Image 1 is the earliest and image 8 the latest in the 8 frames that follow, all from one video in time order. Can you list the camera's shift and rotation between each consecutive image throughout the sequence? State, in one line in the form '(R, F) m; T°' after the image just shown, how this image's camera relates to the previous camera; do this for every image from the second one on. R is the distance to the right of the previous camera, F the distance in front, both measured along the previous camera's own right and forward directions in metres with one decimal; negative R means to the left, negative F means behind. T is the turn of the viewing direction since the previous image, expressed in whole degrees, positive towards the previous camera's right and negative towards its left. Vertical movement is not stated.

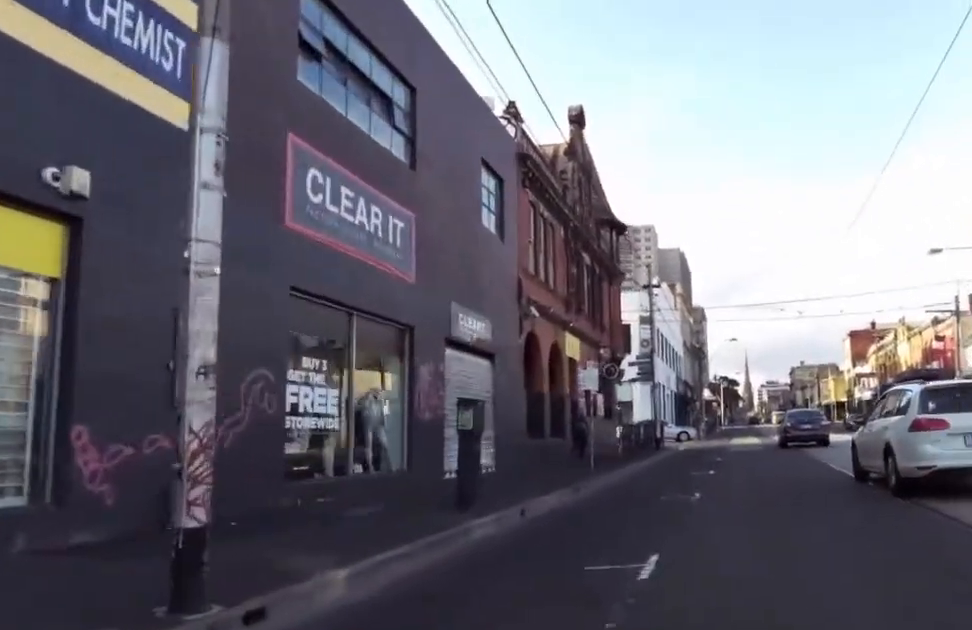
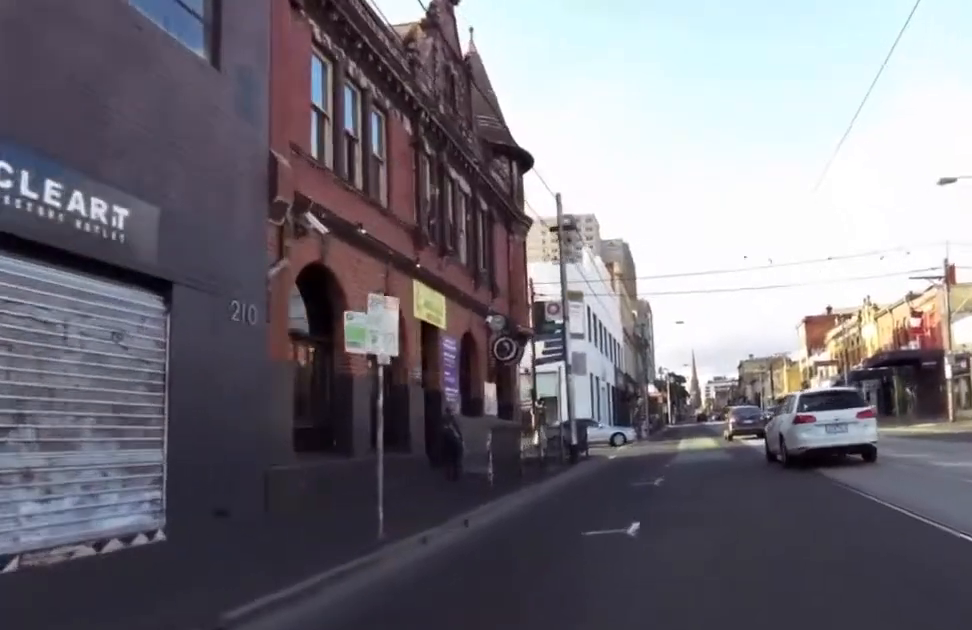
(0.0, +9.6) m; -5°
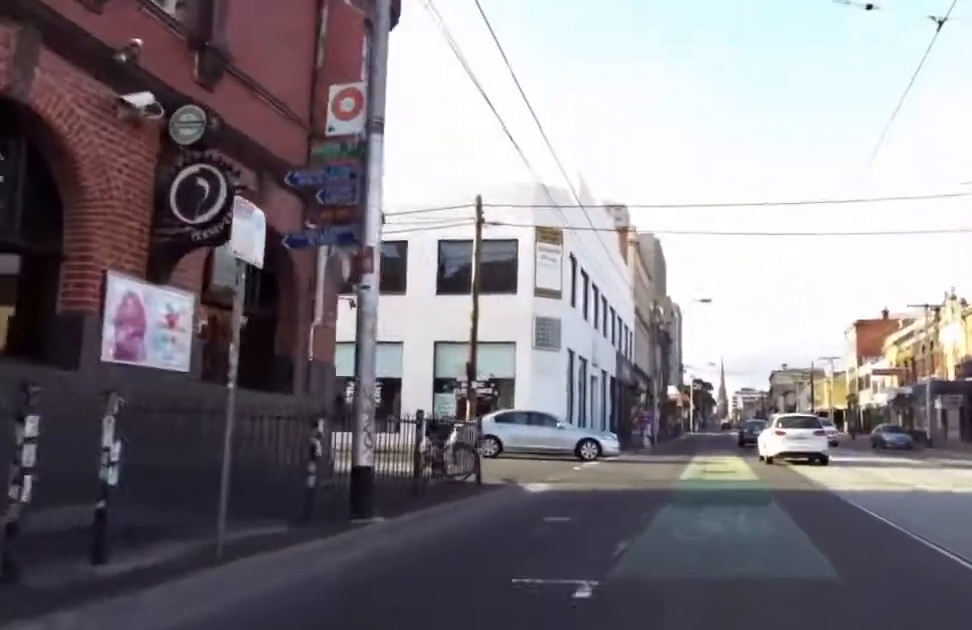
(+0.5, +14.5) m; +5°
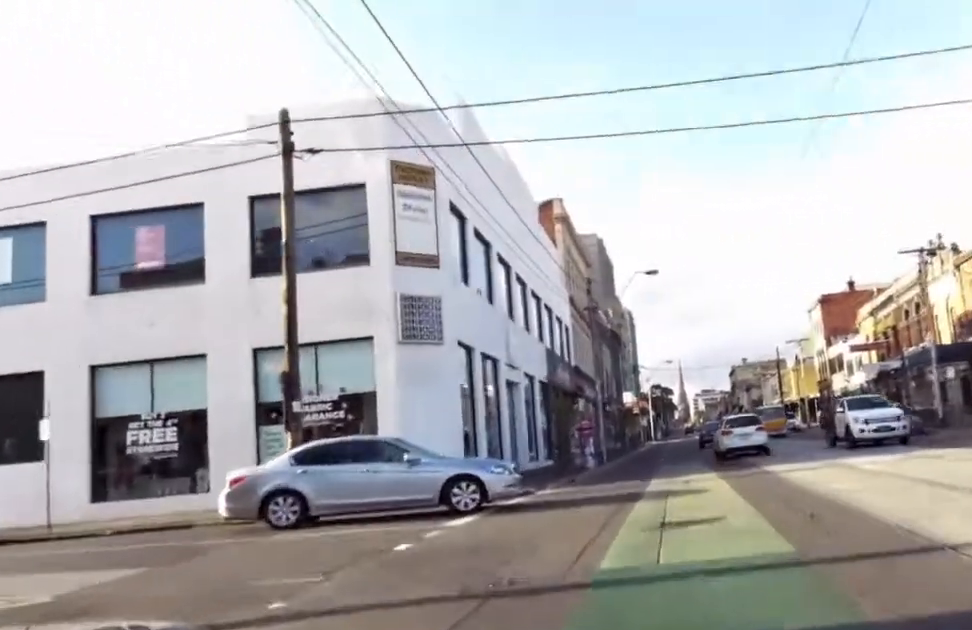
(-0.5, +9.0) m; -7°
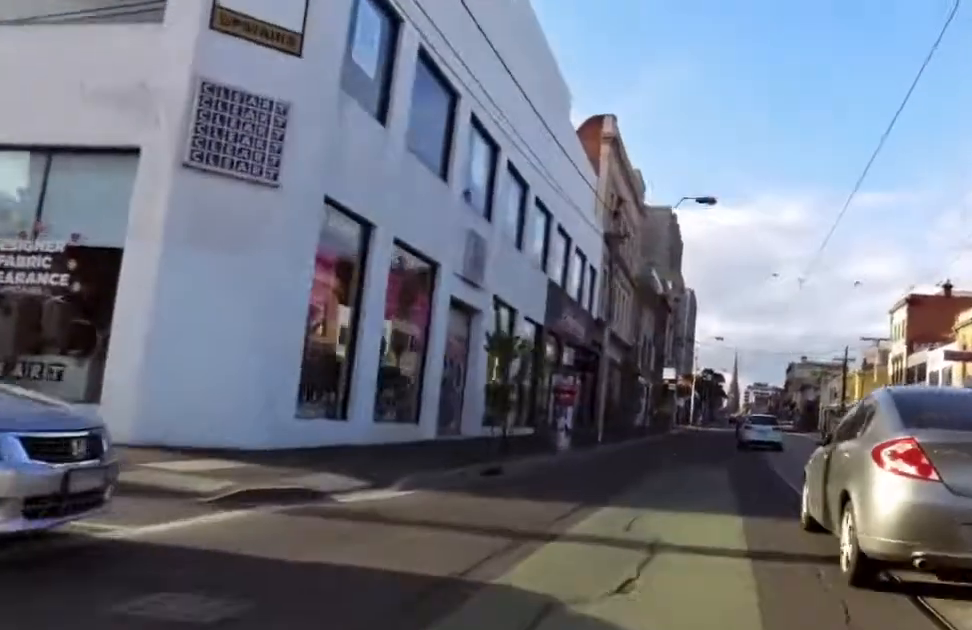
(+0.1, +10.2) m; +8°
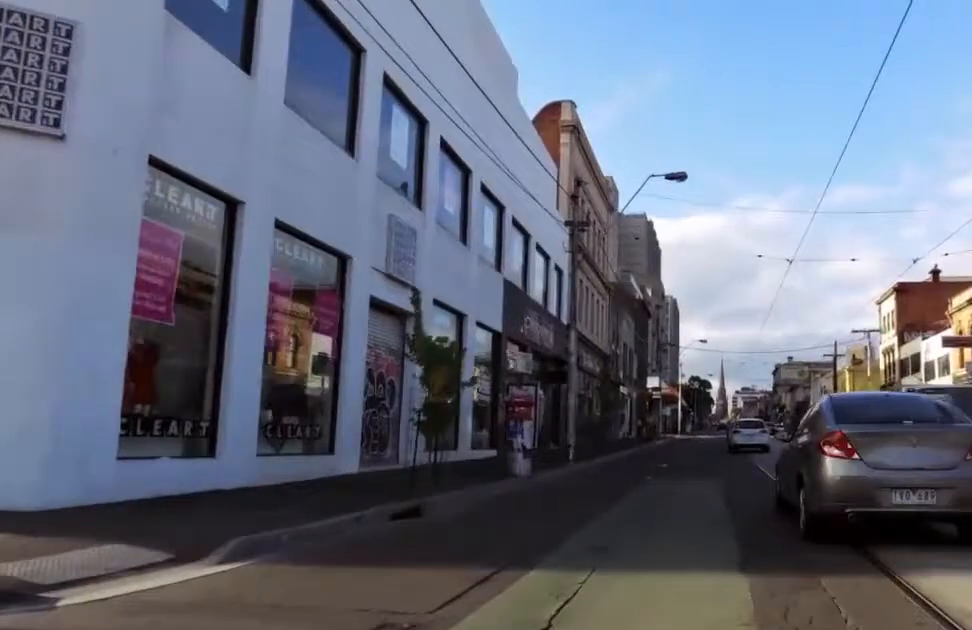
(+0.3, +3.3) m; +4°
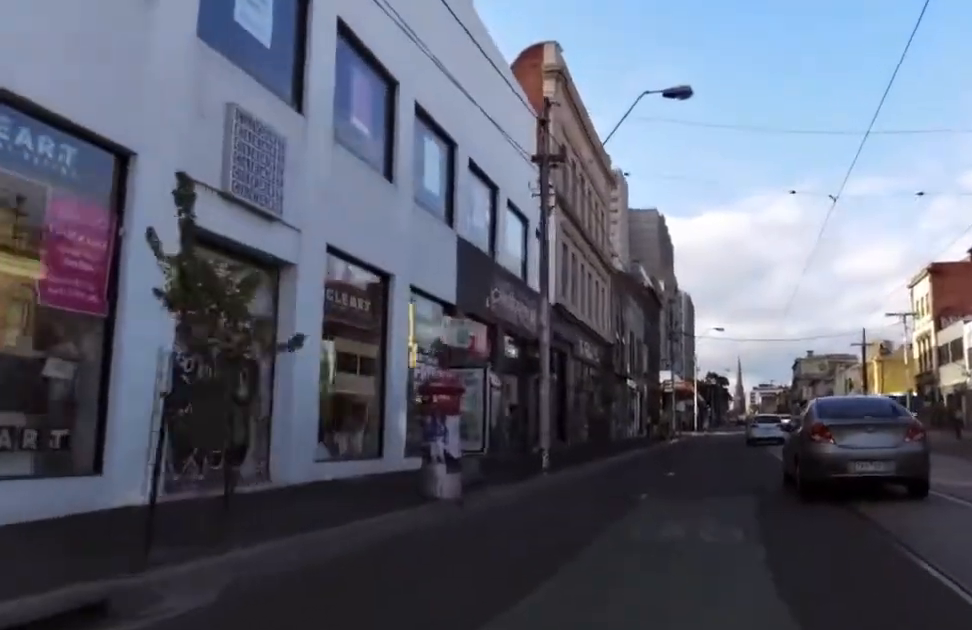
(+0.4, +5.8) m; +1°
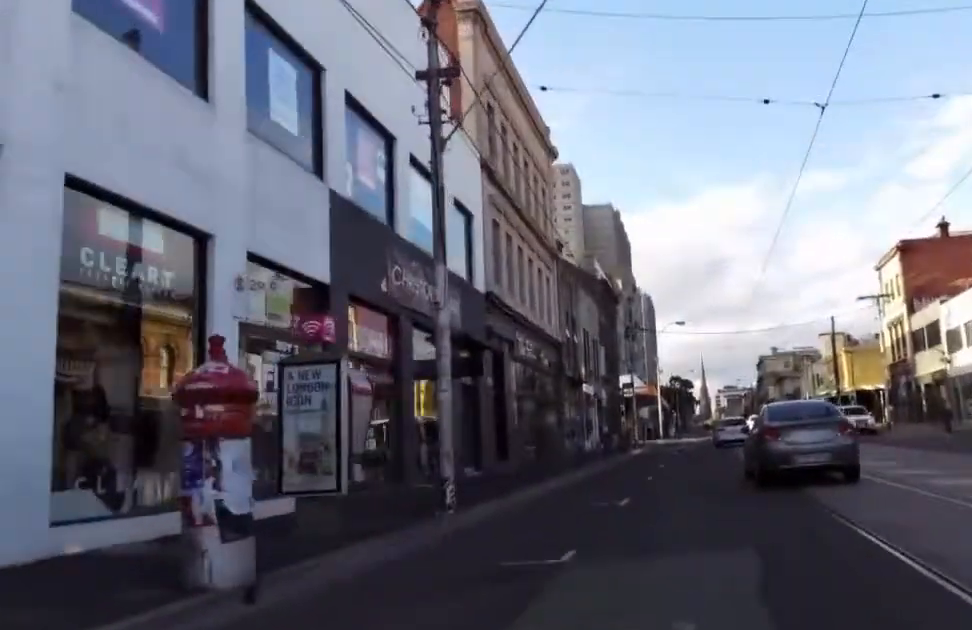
(+0.4, +4.2) m; -4°
